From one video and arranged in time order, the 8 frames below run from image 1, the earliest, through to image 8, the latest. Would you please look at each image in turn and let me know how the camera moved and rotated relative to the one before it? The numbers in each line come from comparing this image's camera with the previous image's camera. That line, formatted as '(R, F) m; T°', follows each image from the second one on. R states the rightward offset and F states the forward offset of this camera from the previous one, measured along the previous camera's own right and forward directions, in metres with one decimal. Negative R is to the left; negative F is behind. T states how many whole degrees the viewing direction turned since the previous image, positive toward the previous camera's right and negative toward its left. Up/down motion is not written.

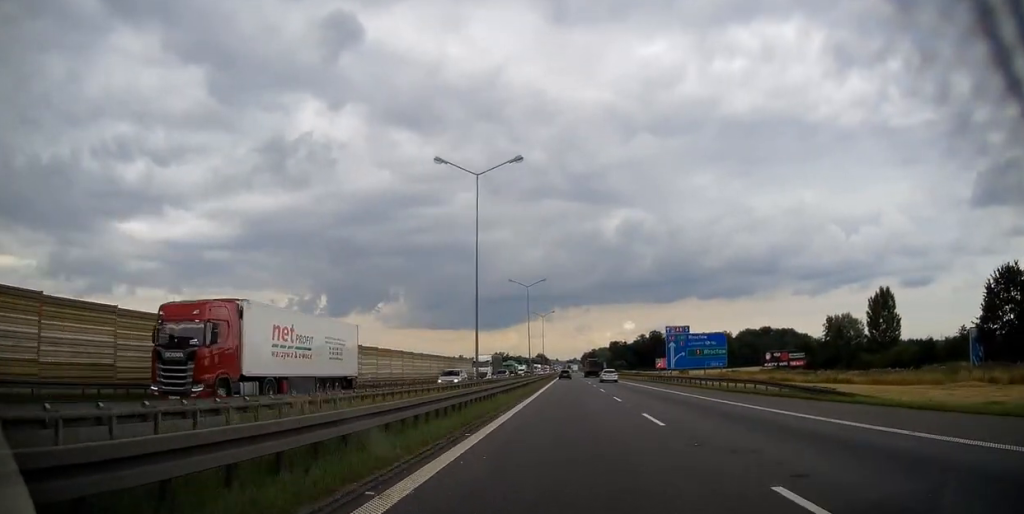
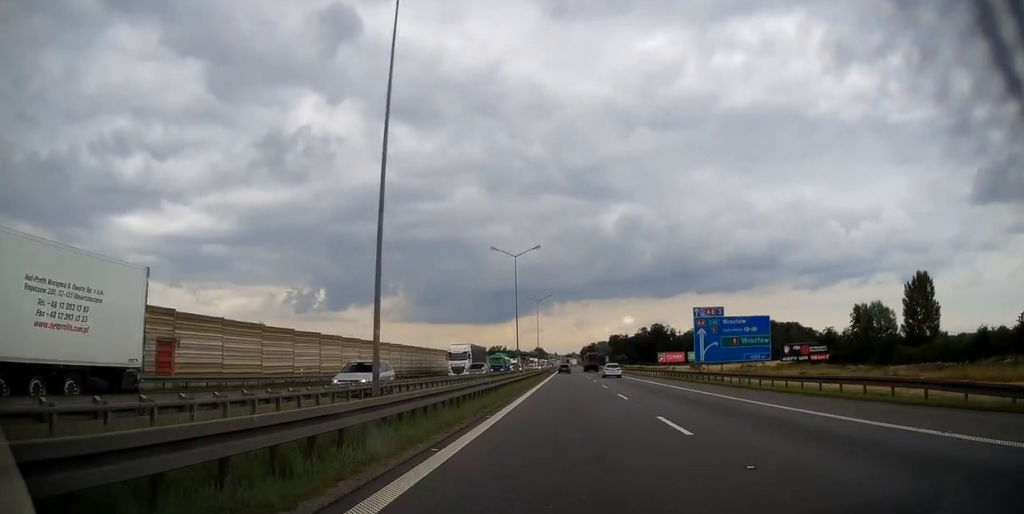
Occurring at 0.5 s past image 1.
(+0.1, +15.0) m; 0°
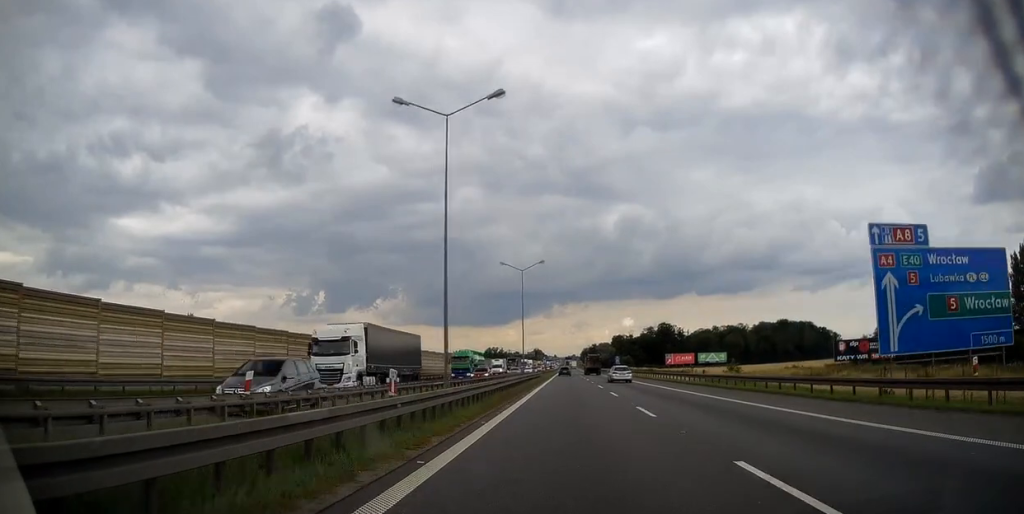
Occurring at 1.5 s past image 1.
(0.0, +31.2) m; 0°
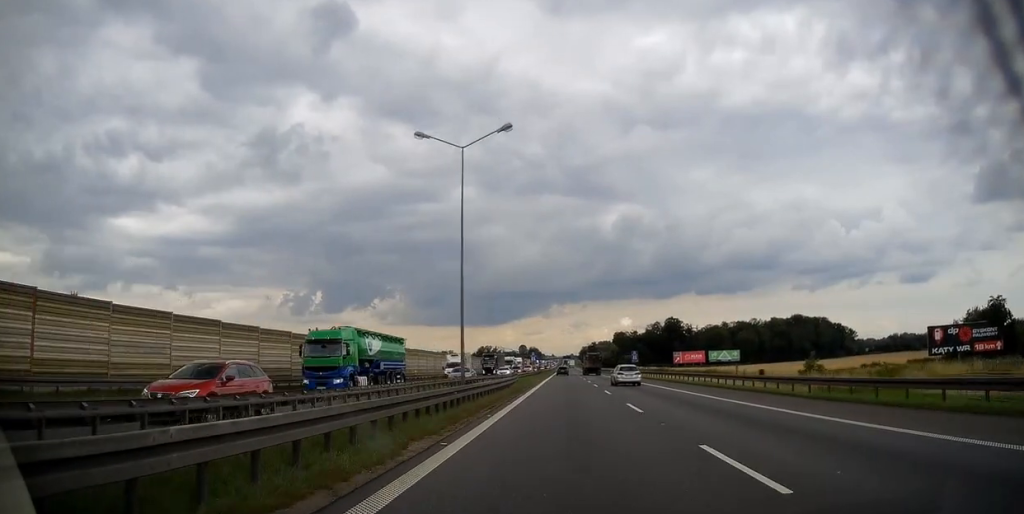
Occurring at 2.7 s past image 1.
(-0.3, +34.4) m; 0°
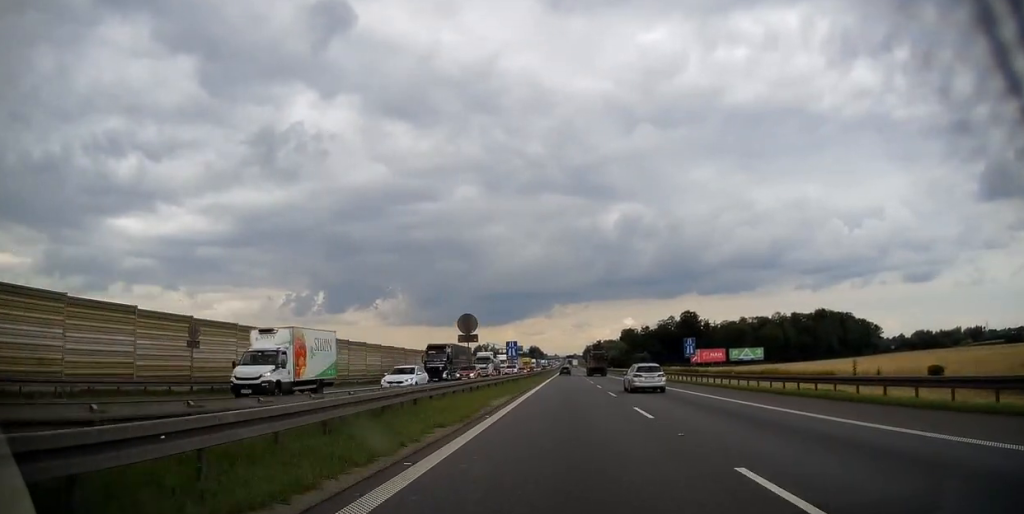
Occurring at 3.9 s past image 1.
(+0.3, +38.6) m; 0°
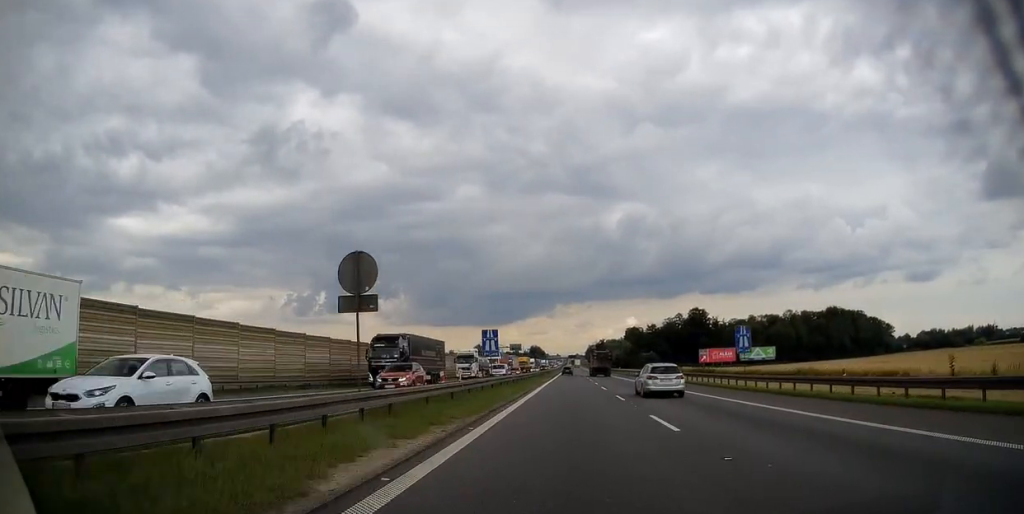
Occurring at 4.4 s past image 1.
(0.0, +14.3) m; 0°
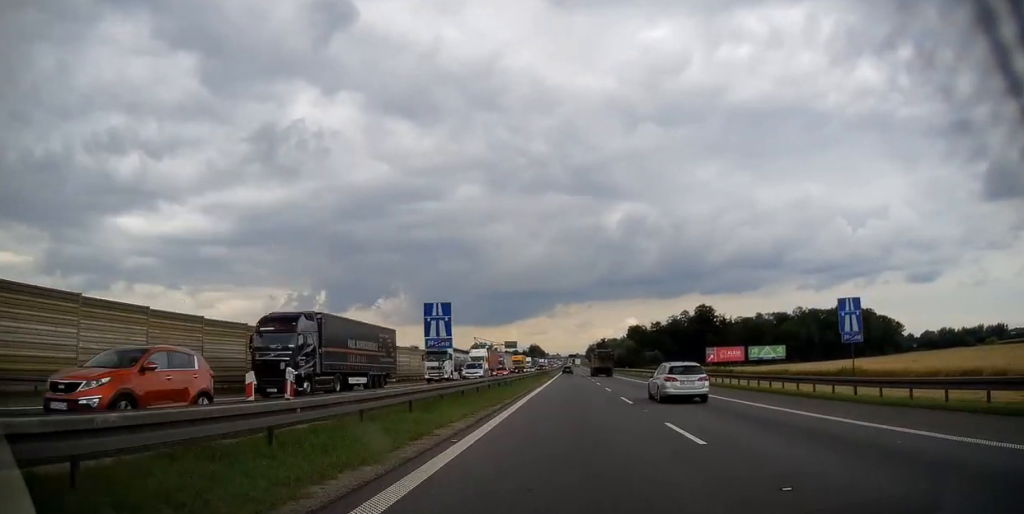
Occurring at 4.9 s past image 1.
(0.0, +14.3) m; 0°
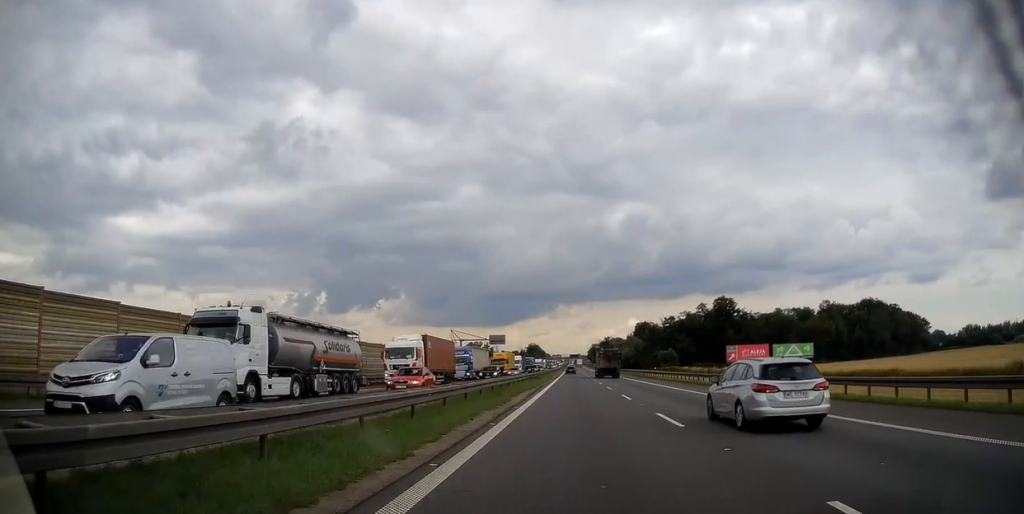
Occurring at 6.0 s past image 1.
(-0.1, +33.9) m; 0°
